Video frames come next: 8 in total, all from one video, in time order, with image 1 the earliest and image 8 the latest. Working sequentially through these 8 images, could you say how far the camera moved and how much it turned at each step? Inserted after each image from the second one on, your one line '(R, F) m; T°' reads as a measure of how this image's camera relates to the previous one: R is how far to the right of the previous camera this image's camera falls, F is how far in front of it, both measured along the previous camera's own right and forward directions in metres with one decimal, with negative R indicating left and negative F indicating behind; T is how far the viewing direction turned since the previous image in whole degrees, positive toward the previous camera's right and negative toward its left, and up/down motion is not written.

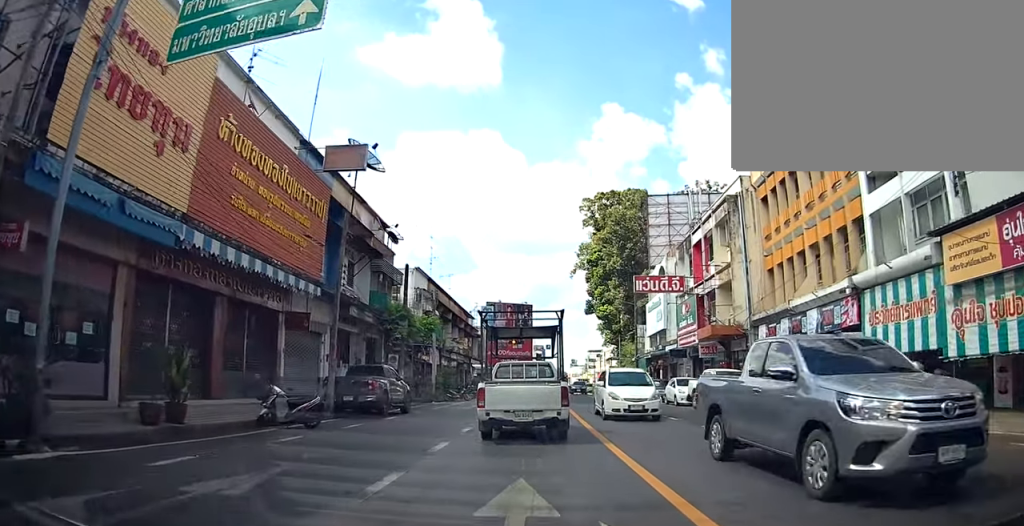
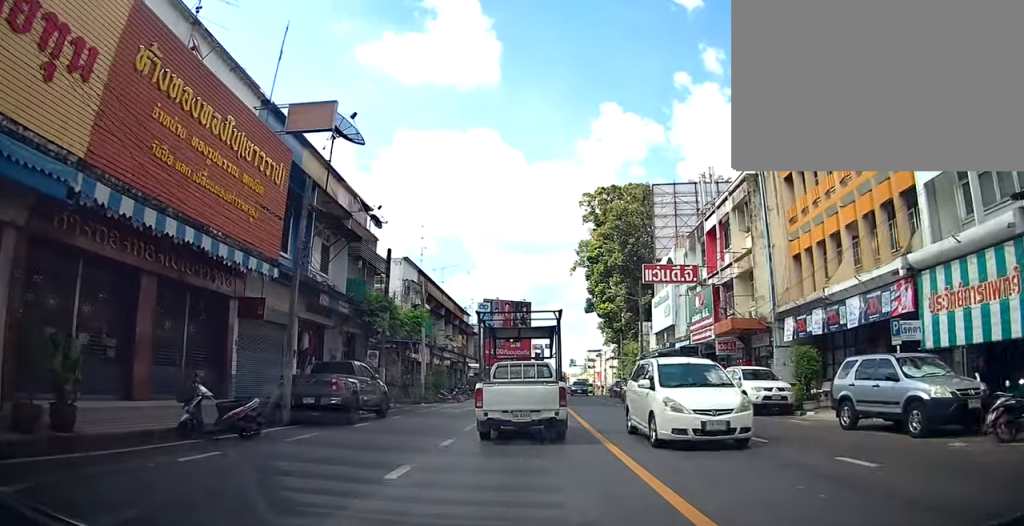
(+0.1, +2.8) m; +2°
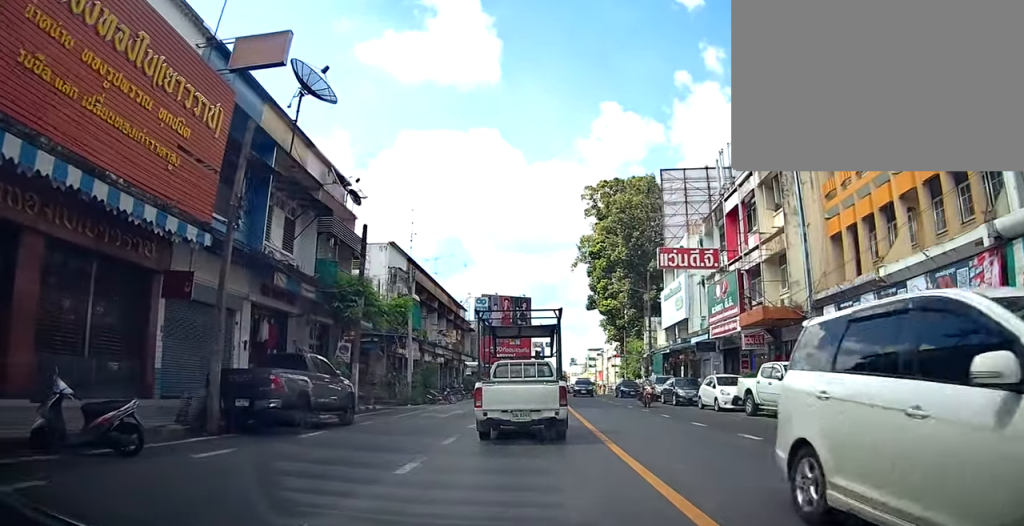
(+0.1, +3.2) m; +2°
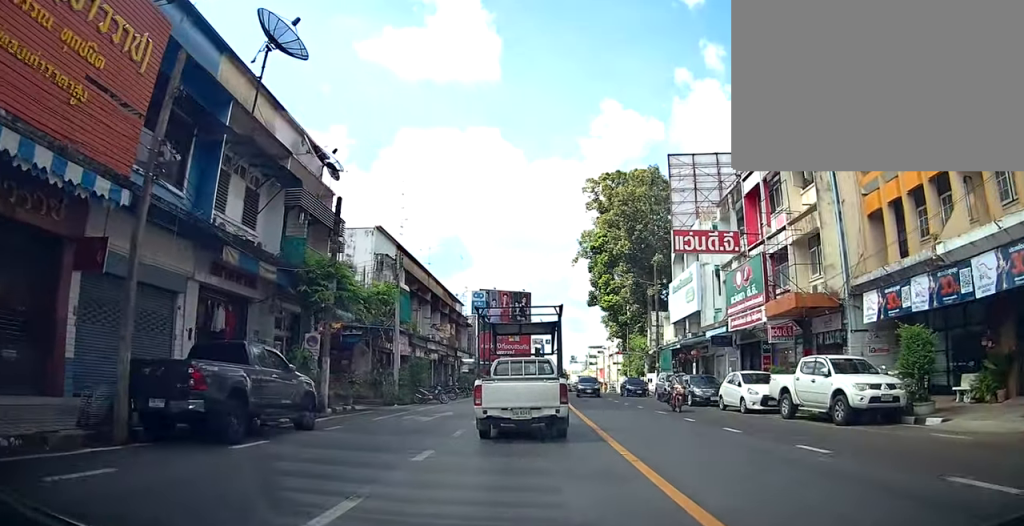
(0.0, +2.7) m; 0°
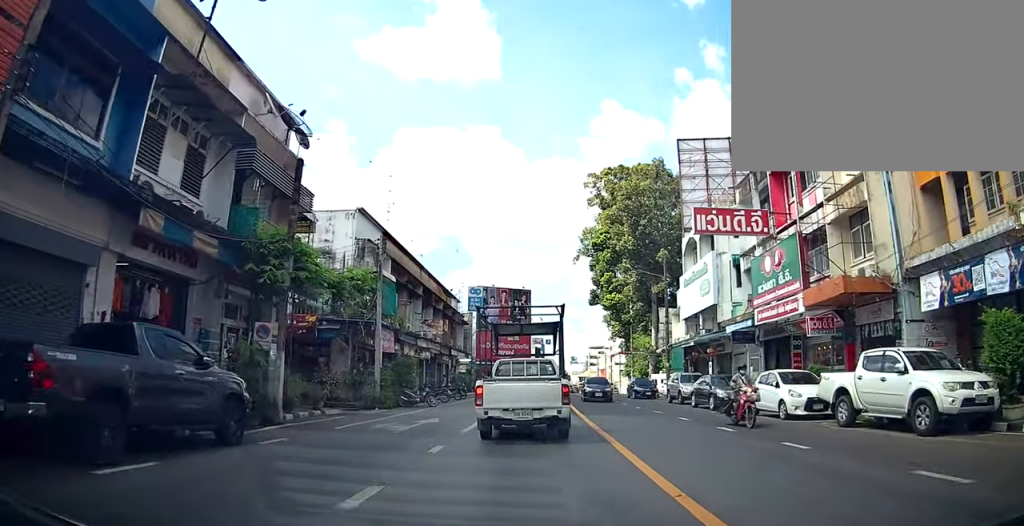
(0.0, +3.0) m; 0°
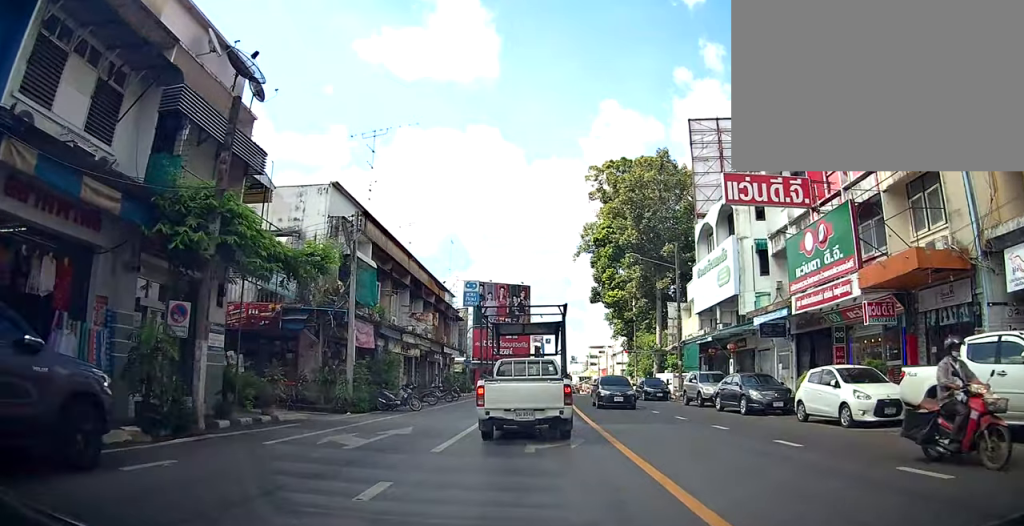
(0.0, +3.4) m; 0°
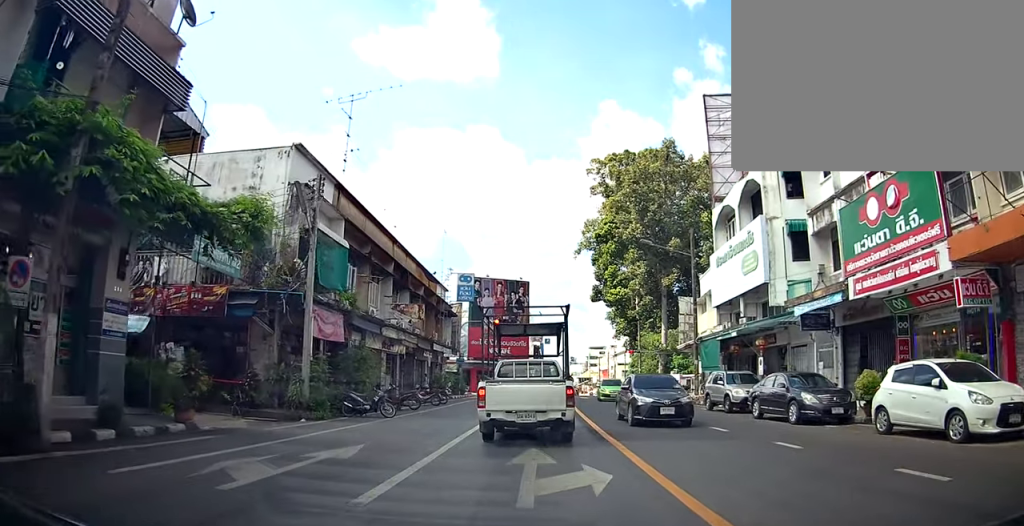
(0.0, +3.7) m; +3°
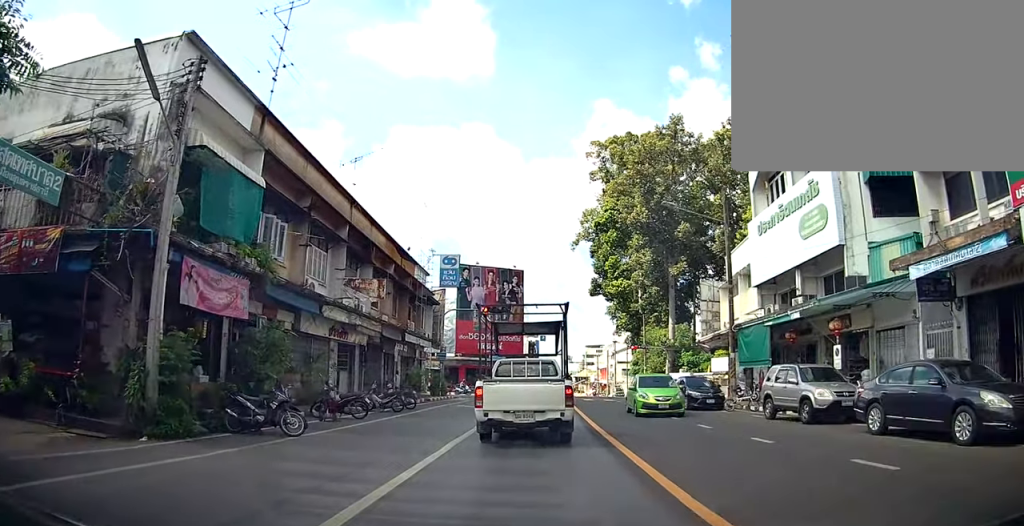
(+0.5, +6.4) m; +1°
